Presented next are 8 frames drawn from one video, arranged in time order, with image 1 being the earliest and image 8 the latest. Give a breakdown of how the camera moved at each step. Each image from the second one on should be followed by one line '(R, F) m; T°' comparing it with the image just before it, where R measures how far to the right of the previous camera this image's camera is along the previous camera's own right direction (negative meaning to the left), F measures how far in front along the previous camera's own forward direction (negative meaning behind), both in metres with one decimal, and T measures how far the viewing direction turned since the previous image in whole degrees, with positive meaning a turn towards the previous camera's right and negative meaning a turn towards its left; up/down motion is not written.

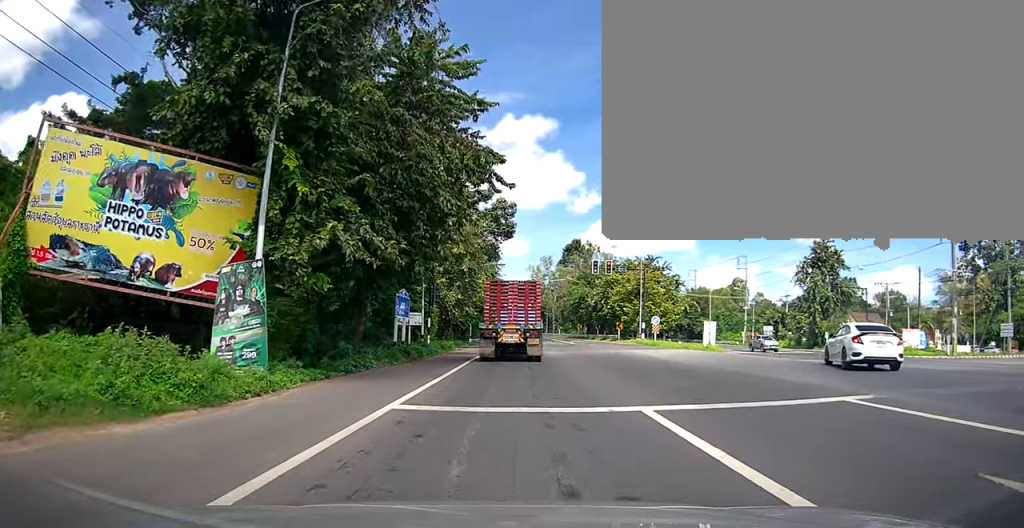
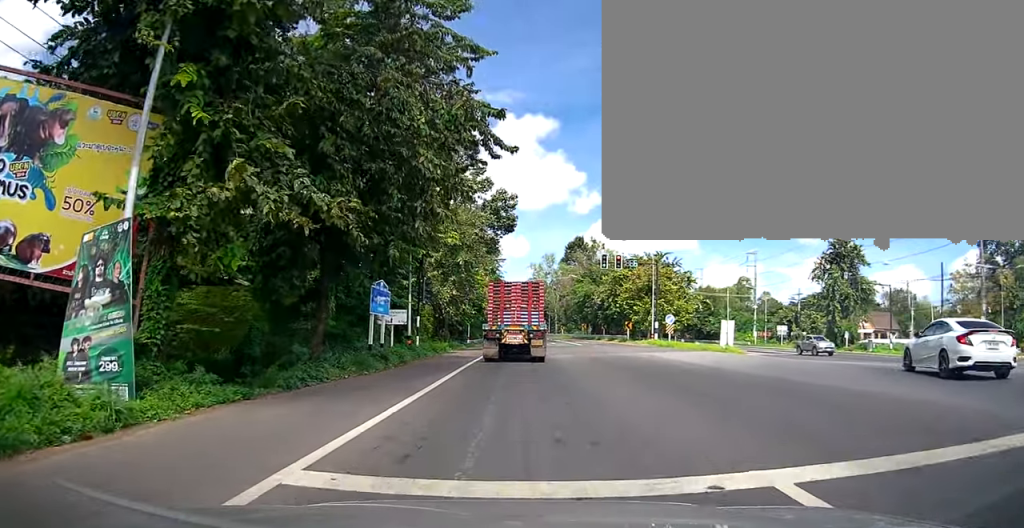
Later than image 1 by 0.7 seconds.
(0.0, +4.7) m; +1°
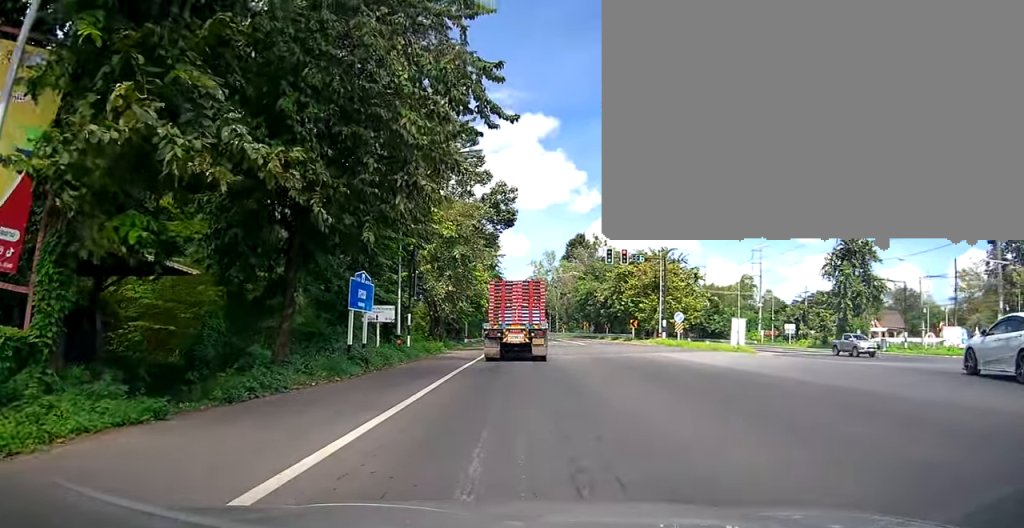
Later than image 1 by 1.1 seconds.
(0.0, +2.7) m; +1°
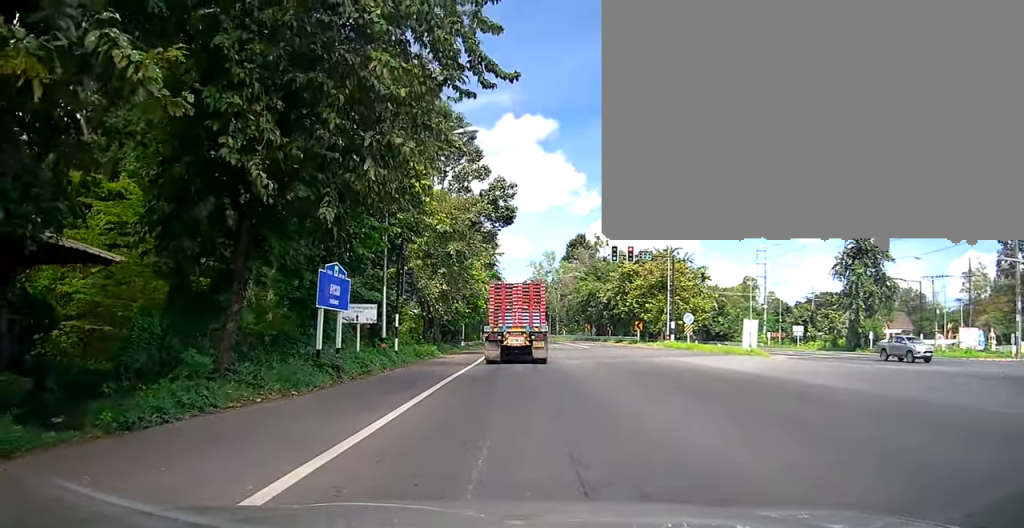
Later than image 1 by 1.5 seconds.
(0.0, +2.8) m; +1°
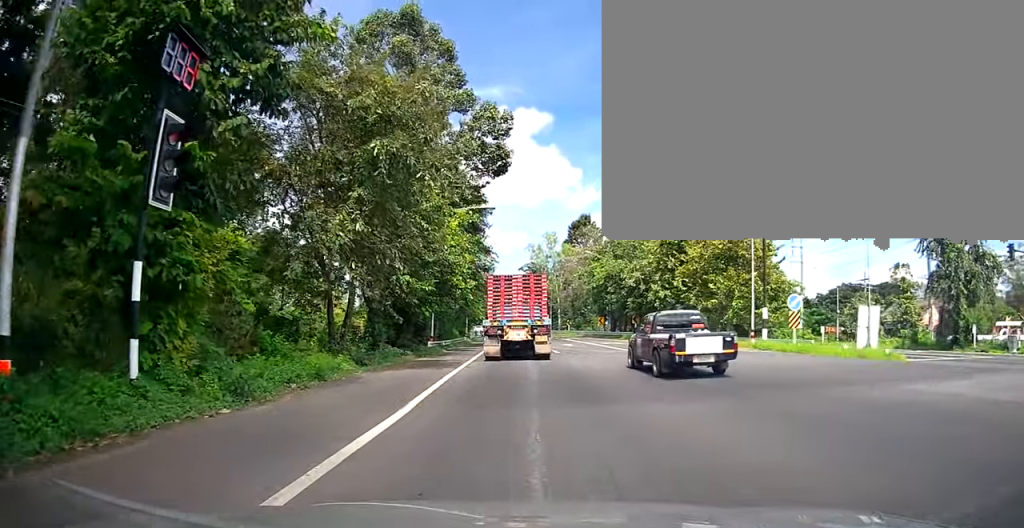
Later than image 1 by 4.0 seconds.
(+0.5, +17.0) m; +1°
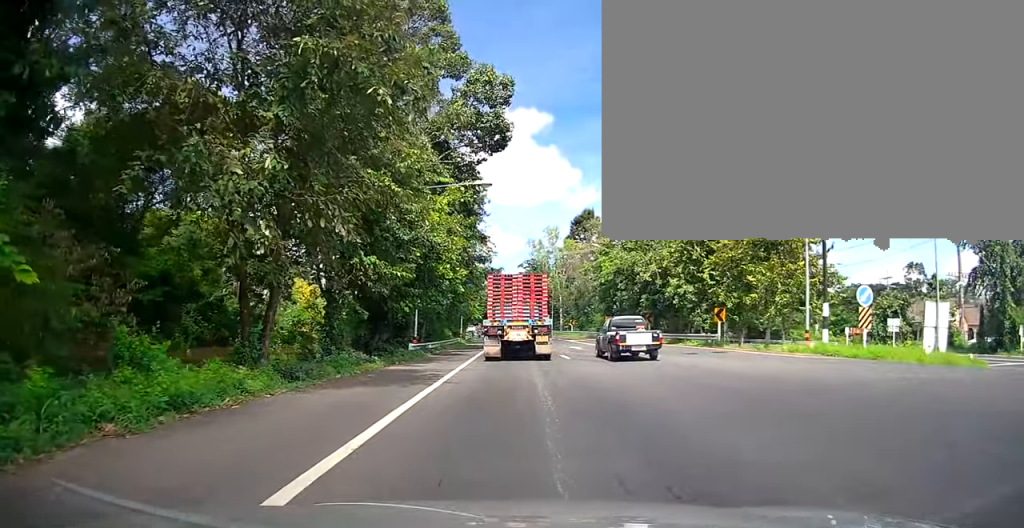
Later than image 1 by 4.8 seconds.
(-0.1, +5.8) m; -2°
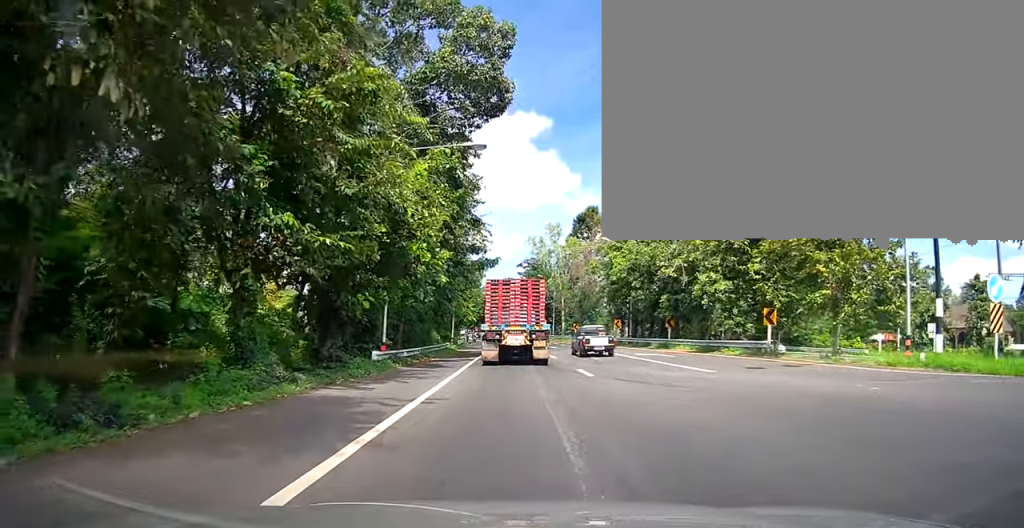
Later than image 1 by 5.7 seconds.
(-0.2, +6.9) m; +2°
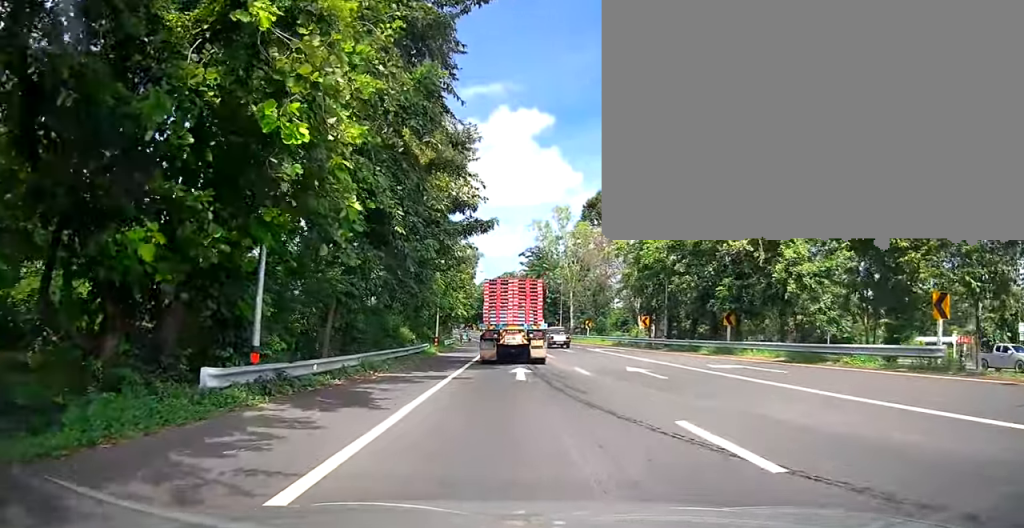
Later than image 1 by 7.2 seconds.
(+0.8, +11.4) m; +4°
